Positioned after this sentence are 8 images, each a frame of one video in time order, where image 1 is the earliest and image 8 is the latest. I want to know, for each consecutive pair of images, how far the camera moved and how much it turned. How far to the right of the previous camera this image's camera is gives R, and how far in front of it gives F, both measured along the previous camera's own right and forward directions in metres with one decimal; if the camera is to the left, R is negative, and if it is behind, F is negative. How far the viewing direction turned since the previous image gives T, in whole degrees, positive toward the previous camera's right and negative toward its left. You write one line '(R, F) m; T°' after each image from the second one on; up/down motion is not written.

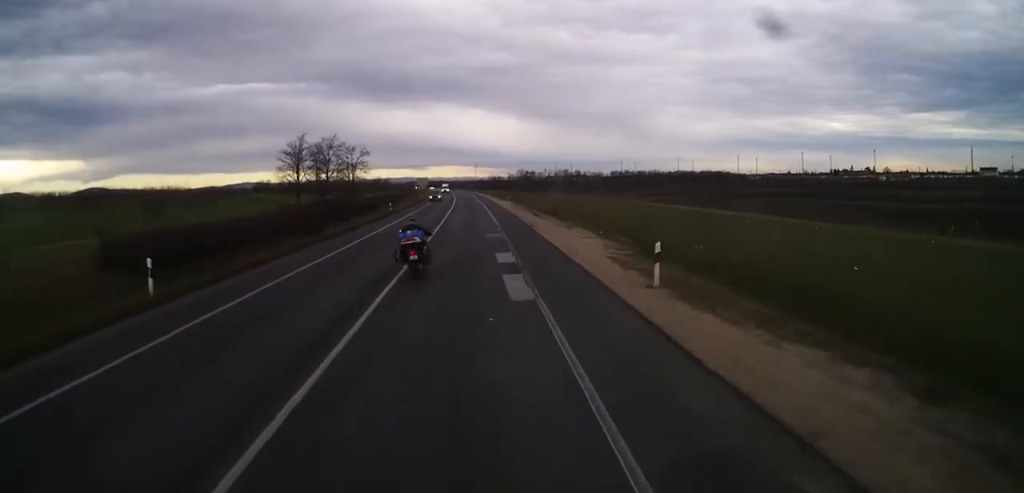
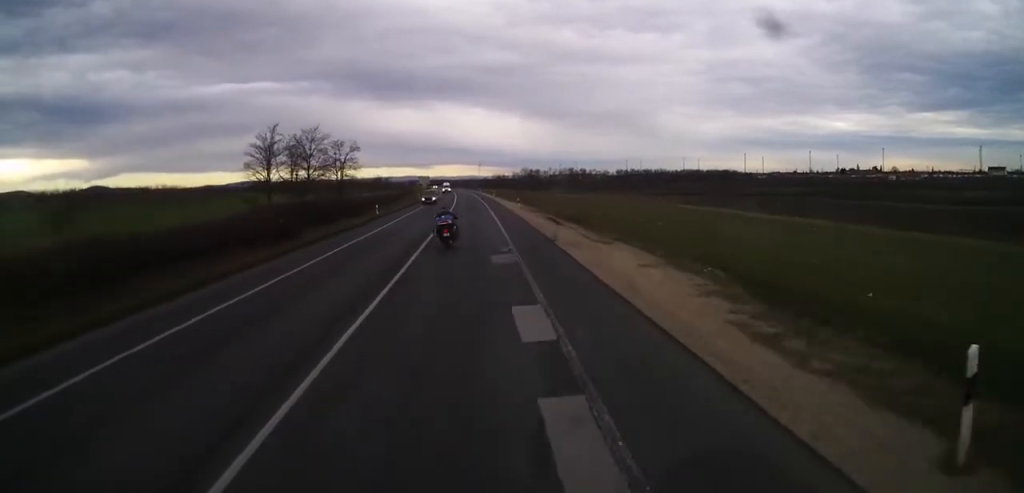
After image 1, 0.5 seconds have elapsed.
(0.0, +10.2) m; 0°
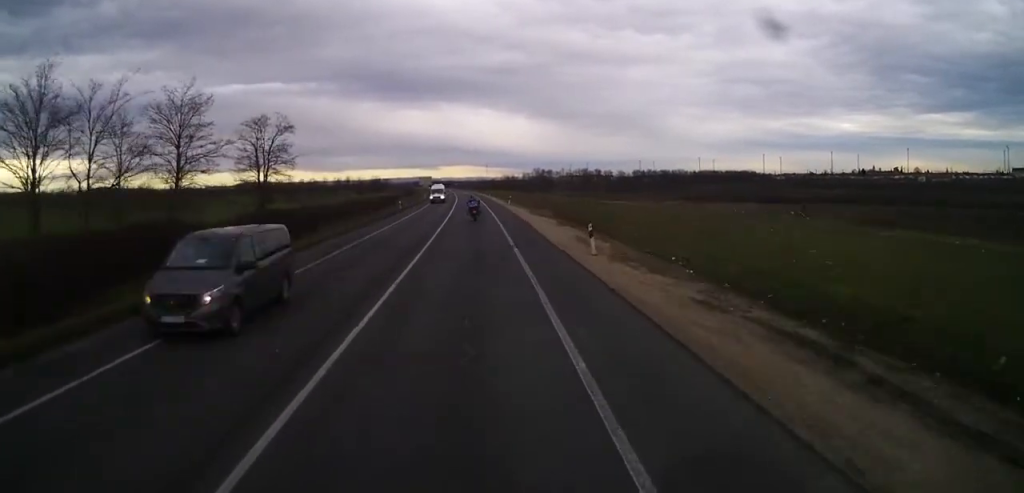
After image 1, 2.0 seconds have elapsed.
(0.0, +33.0) m; 0°
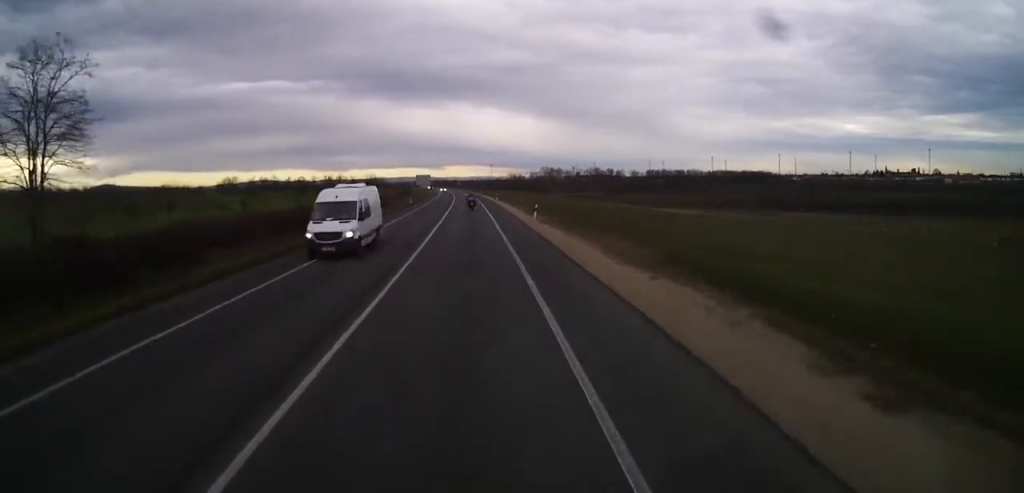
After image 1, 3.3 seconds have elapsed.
(-0.3, +30.3) m; -1°
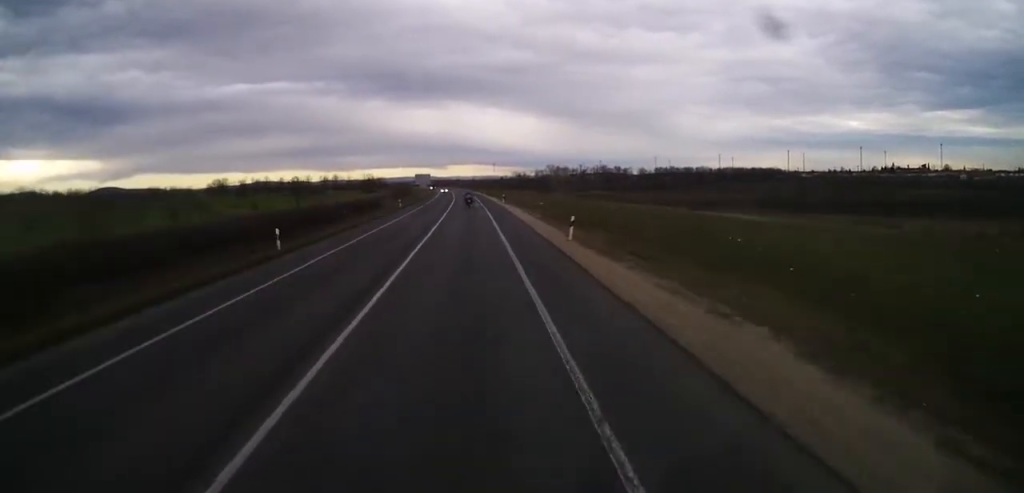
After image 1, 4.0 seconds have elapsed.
(-0.3, +15.5) m; 0°
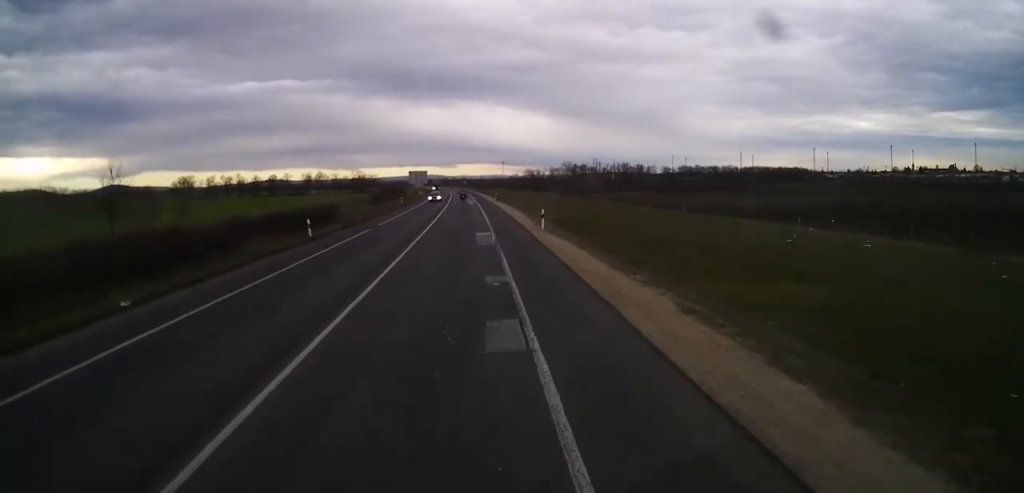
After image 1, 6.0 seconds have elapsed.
(-0.3, +42.9) m; -2°
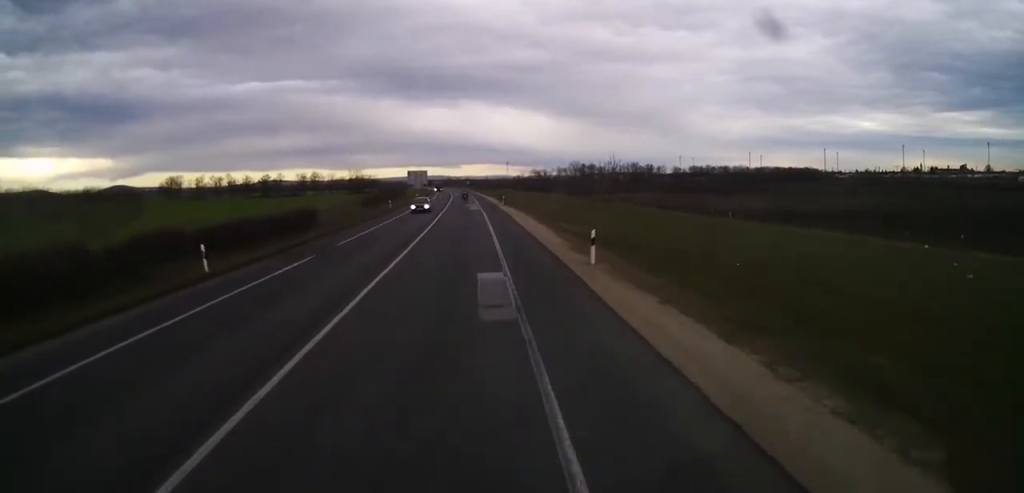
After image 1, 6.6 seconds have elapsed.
(0.0, +14.0) m; 0°
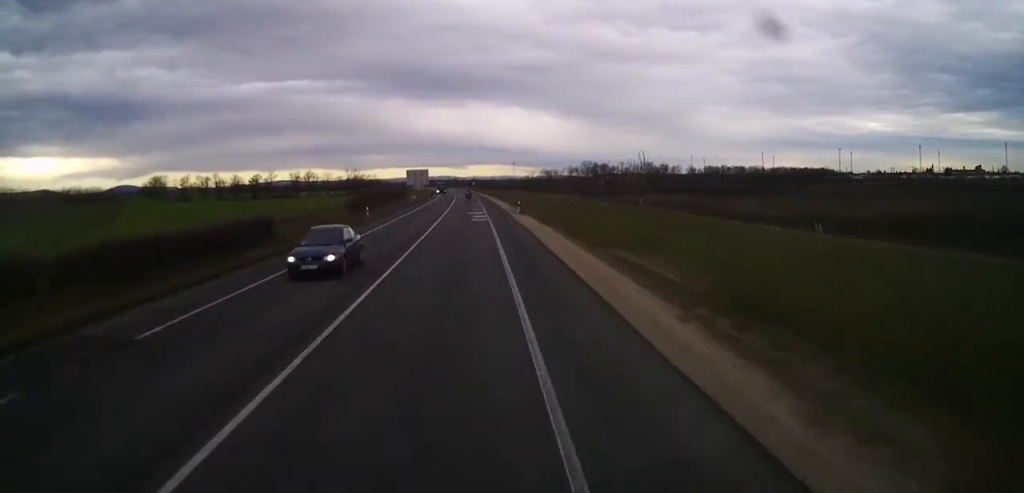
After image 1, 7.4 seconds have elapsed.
(0.0, +17.6) m; 0°
